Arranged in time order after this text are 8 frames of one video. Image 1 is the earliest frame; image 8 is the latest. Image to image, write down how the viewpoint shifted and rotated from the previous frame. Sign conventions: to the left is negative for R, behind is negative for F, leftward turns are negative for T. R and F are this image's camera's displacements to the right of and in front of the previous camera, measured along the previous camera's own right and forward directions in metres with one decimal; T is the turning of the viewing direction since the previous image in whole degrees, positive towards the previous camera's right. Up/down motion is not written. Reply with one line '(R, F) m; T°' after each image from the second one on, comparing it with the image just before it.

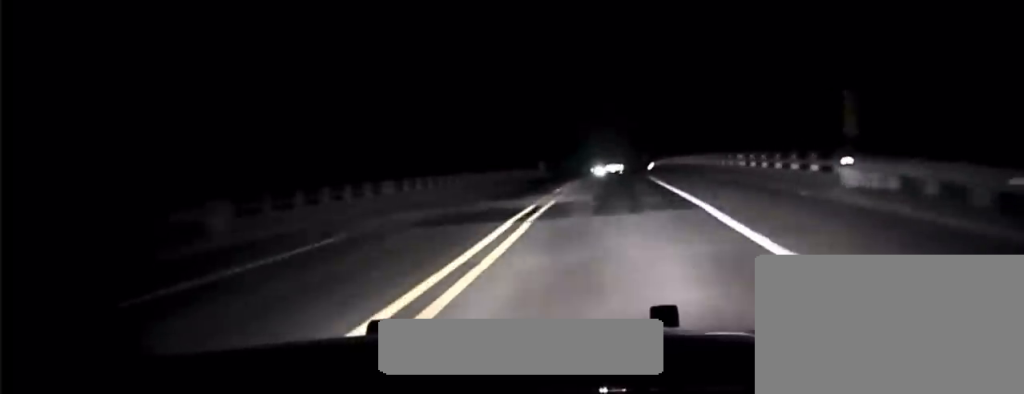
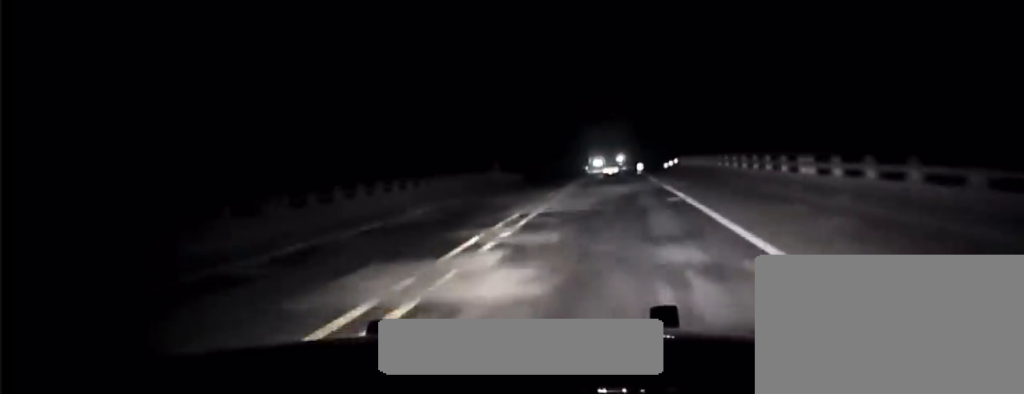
(0.0, +37.1) m; -1°
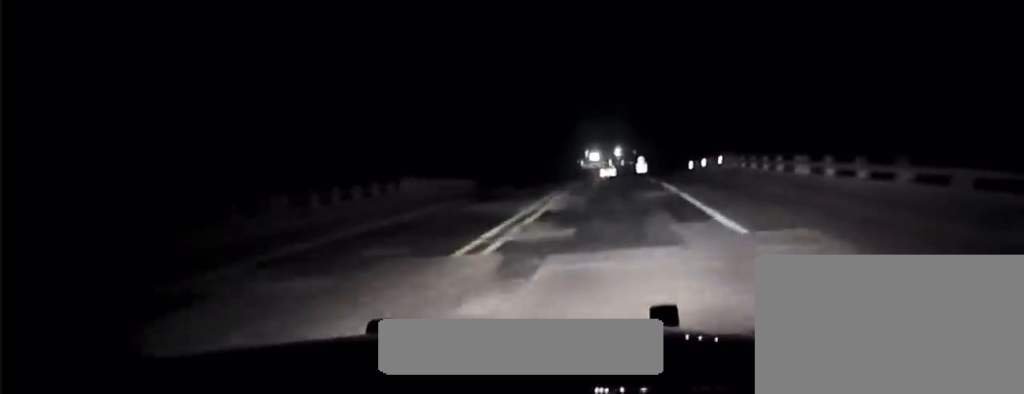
(-0.2, +25.8) m; 0°
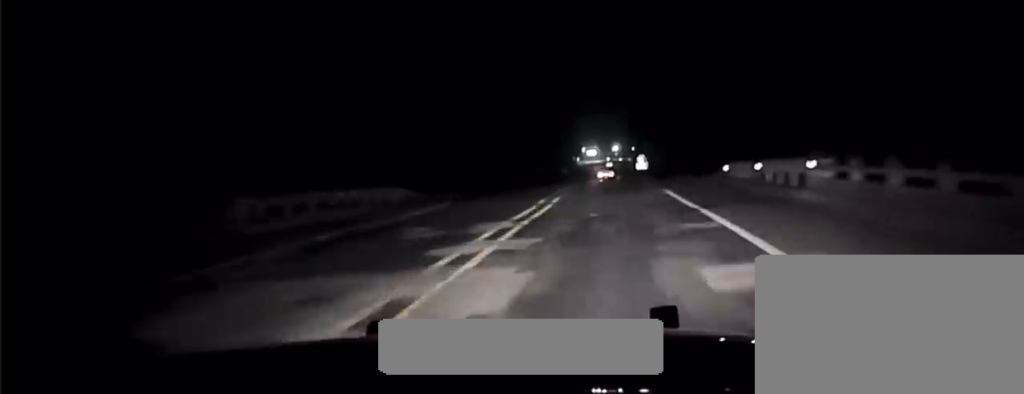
(+0.1, +16.3) m; 0°
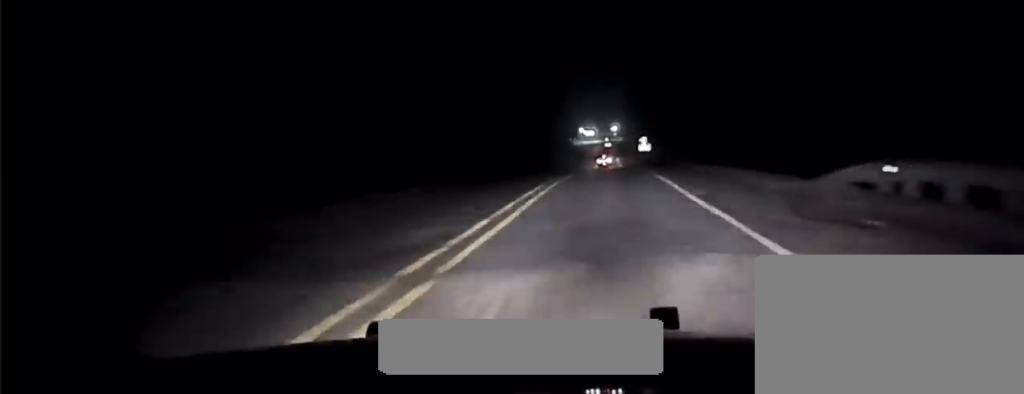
(-0.2, +20.2) m; 0°
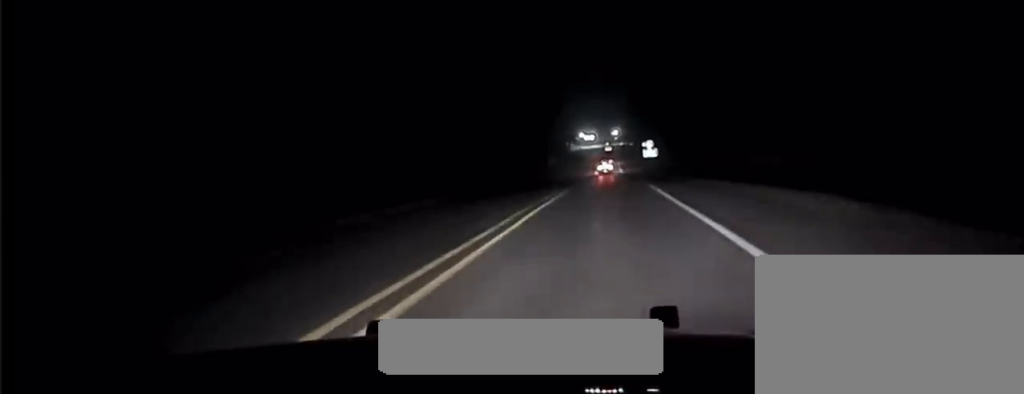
(+0.1, +19.3) m; +1°
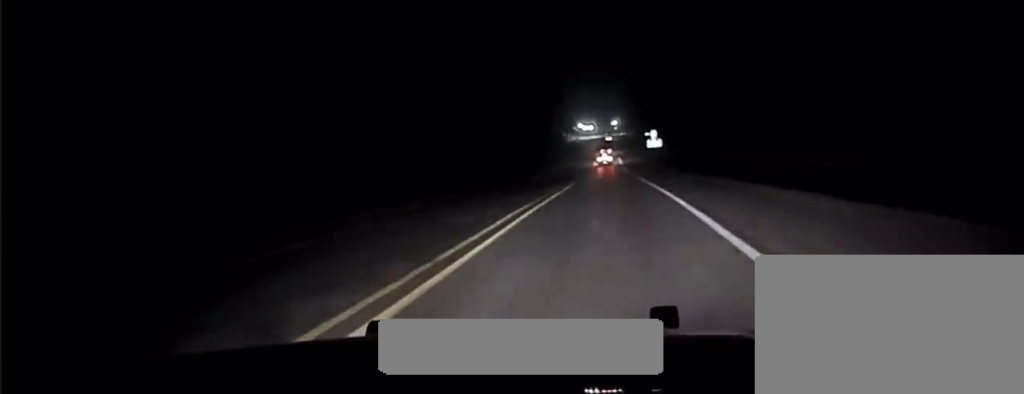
(+0.2, +14.6) m; +1°
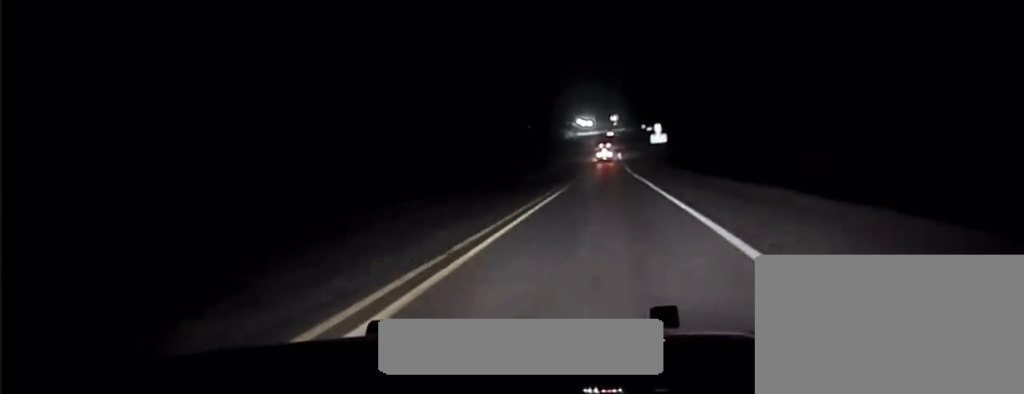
(0.0, +11.9) m; 0°
